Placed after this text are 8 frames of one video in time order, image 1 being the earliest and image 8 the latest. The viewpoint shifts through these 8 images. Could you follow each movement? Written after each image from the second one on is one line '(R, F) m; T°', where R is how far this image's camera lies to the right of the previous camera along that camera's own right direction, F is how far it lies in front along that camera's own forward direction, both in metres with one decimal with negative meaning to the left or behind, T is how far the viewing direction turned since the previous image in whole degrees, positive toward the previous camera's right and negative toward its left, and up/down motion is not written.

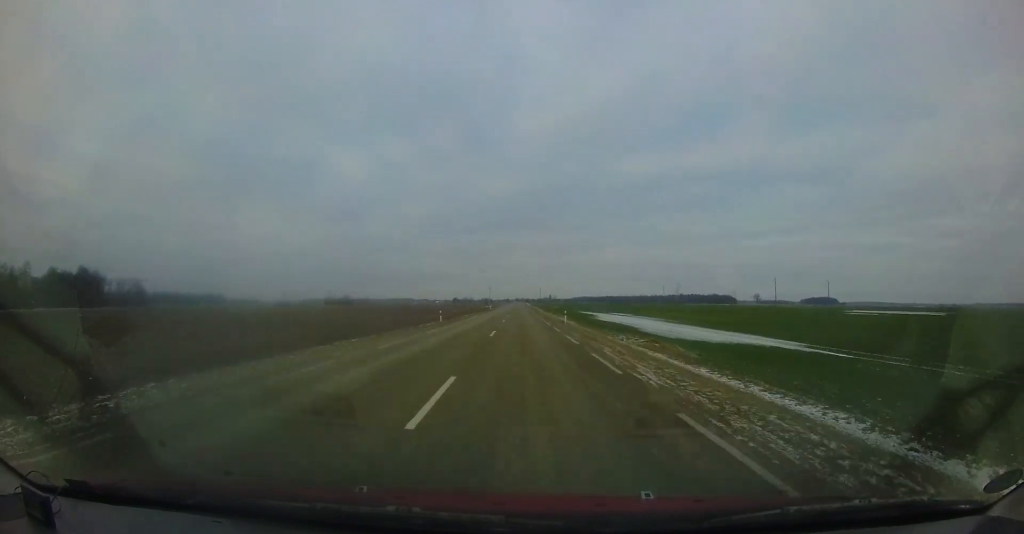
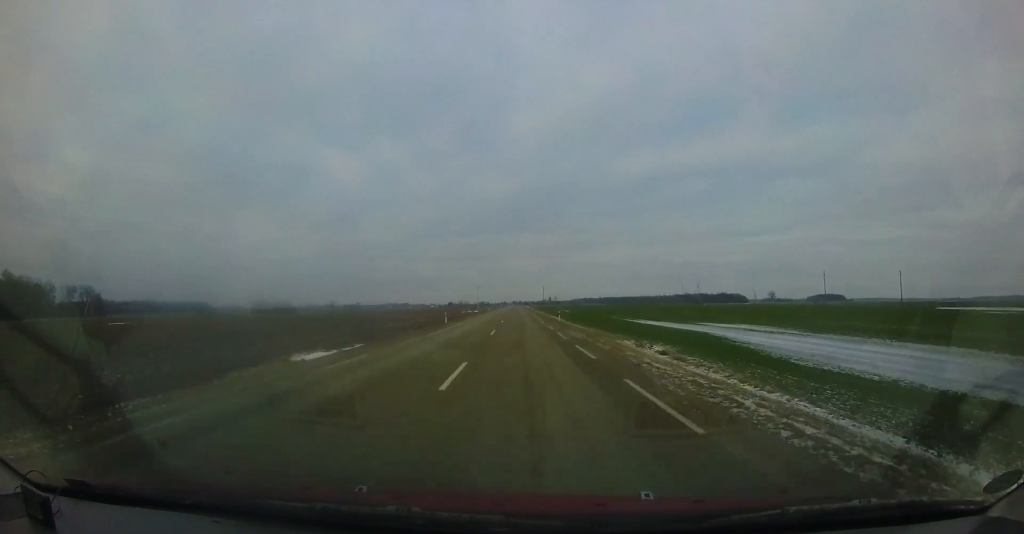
(-0.9, +45.4) m; -1°
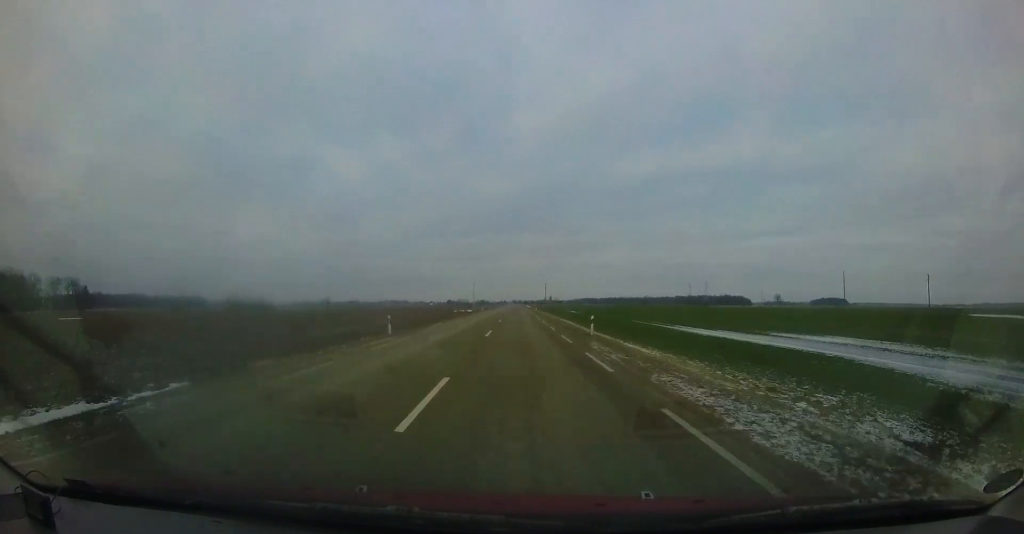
(0.0, +14.0) m; 0°
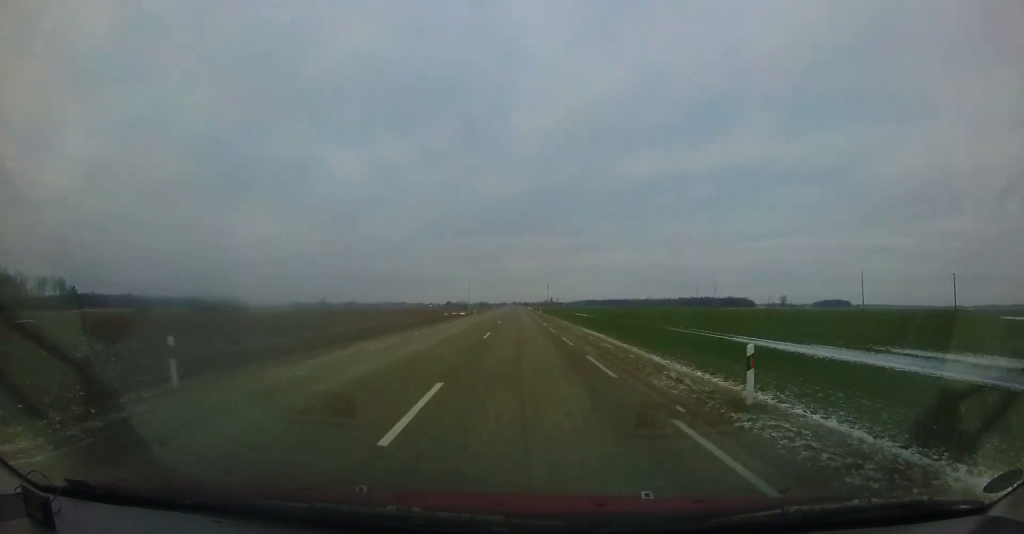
(+0.3, +12.3) m; 0°
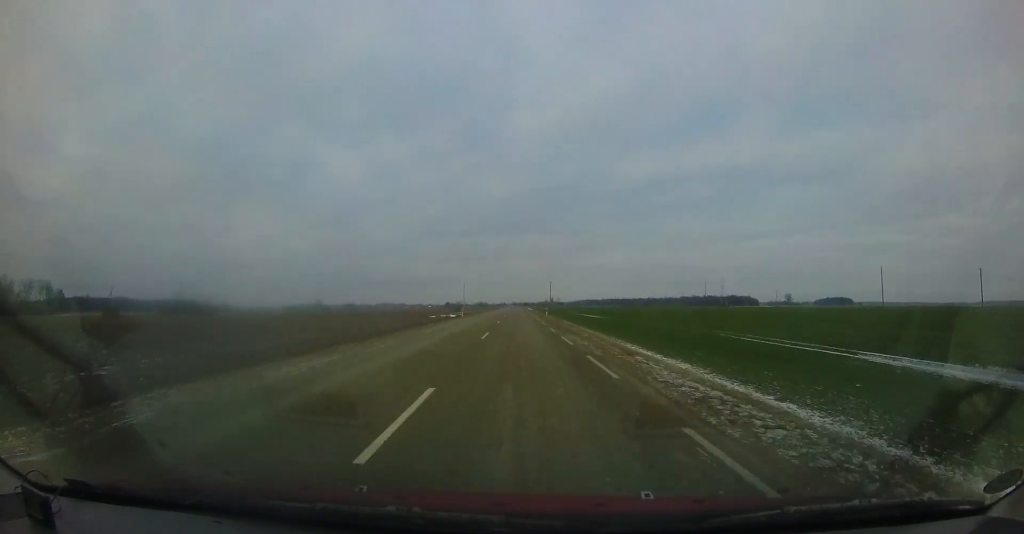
(0.0, +12.3) m; 0°
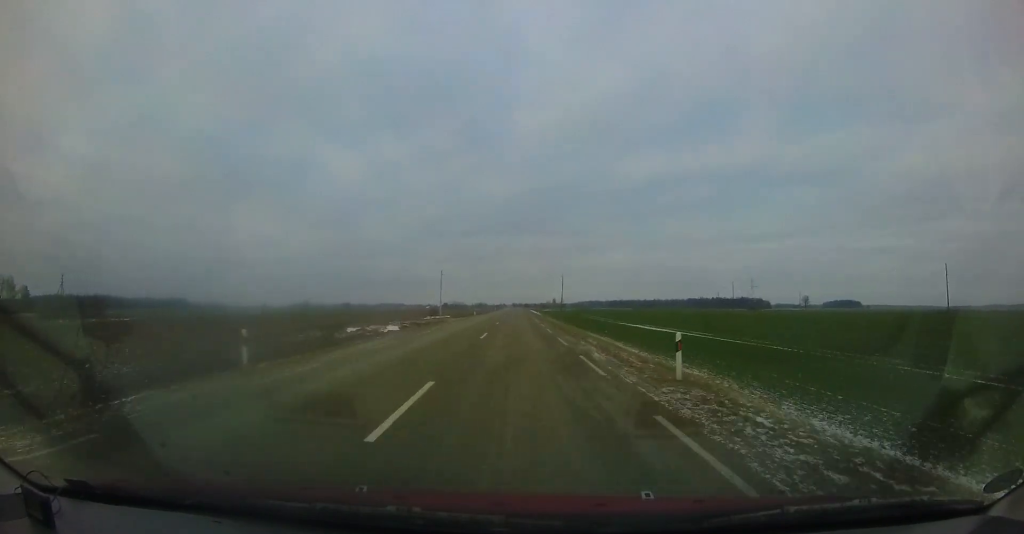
(-0.1, +35.2) m; 0°
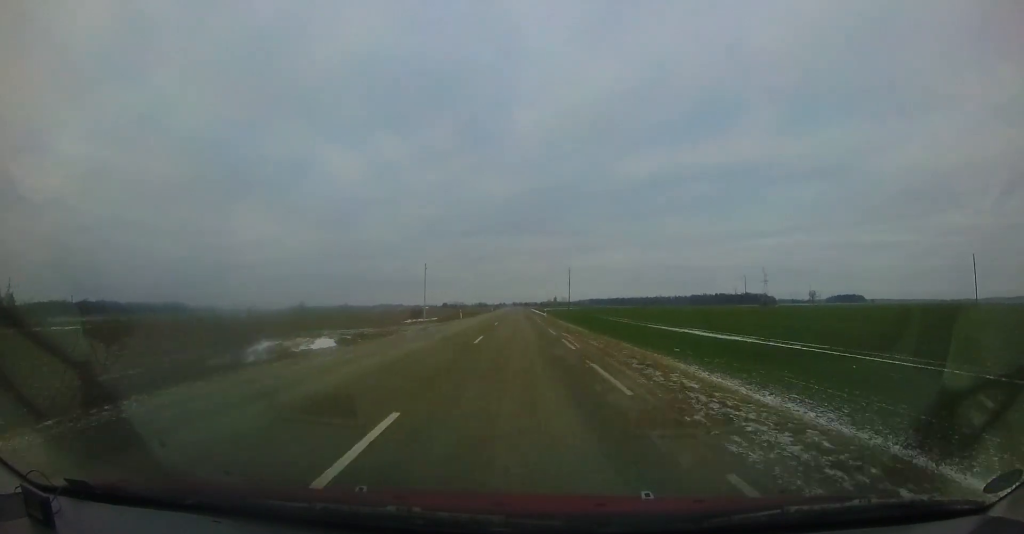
(0.0, +13.9) m; 0°
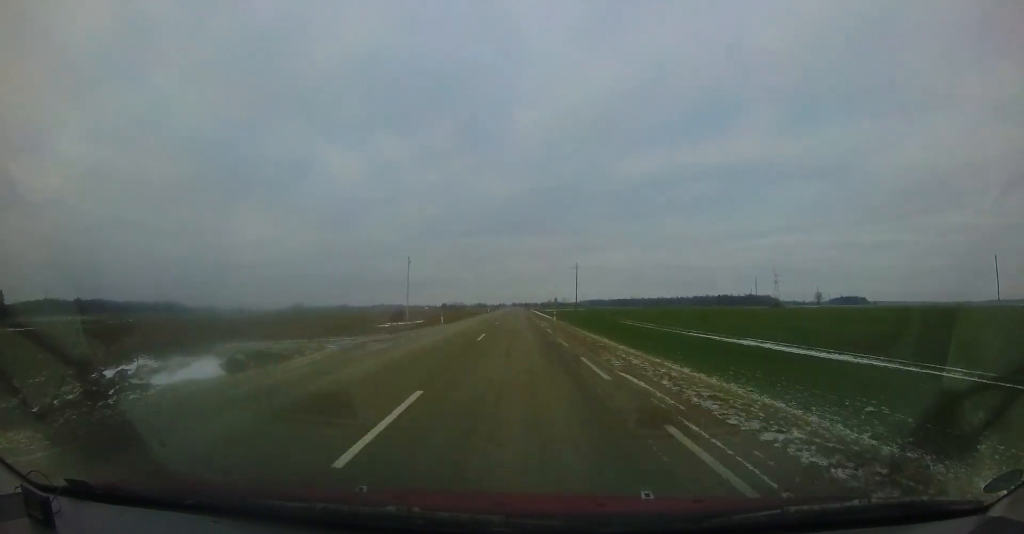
(-0.1, +10.6) m; 0°
